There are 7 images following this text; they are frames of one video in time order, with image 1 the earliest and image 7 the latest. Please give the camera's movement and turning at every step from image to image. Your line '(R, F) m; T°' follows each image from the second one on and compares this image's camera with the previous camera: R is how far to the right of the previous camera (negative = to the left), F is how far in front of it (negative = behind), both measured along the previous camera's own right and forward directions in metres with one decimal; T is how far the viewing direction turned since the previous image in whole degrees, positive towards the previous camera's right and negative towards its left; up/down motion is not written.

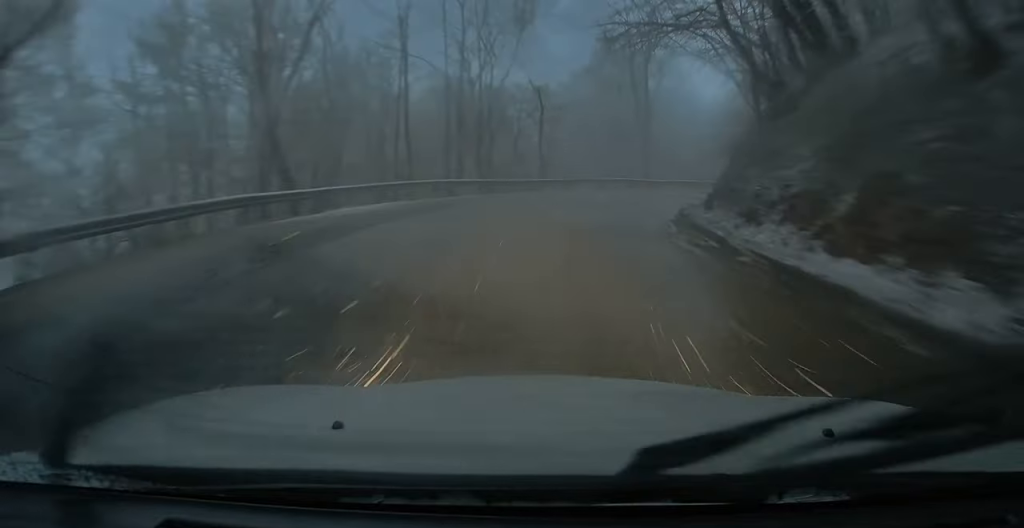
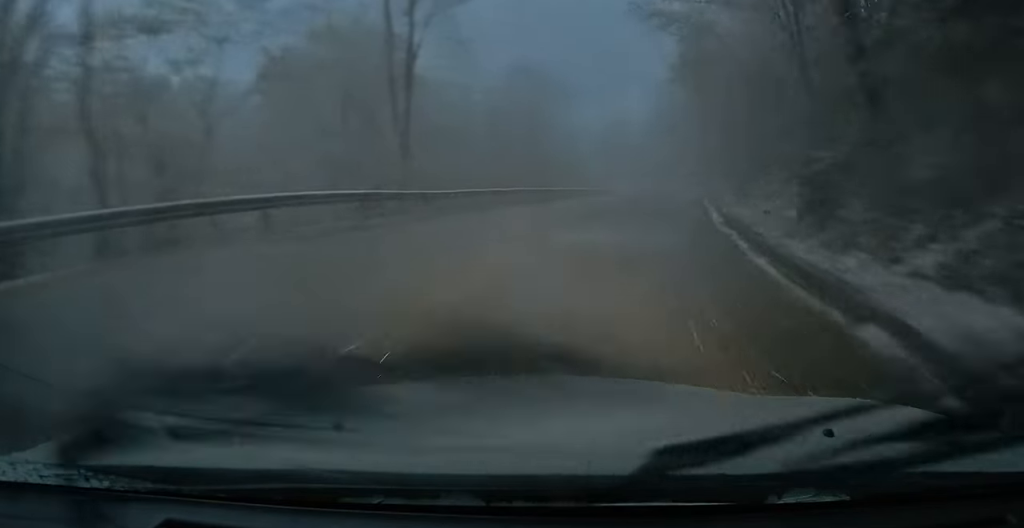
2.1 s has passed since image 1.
(+4.9, +24.8) m; +25°
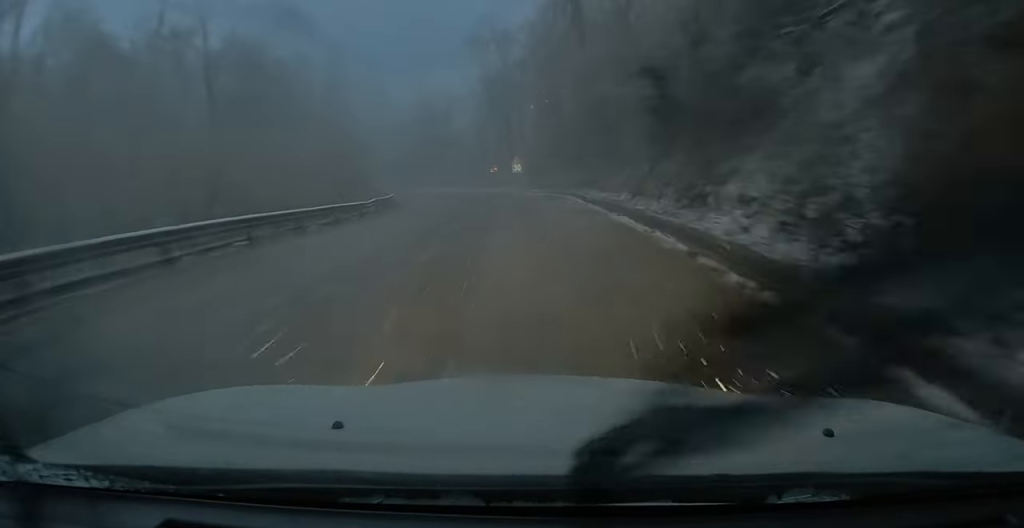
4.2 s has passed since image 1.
(+2.8, +26.1) m; +6°
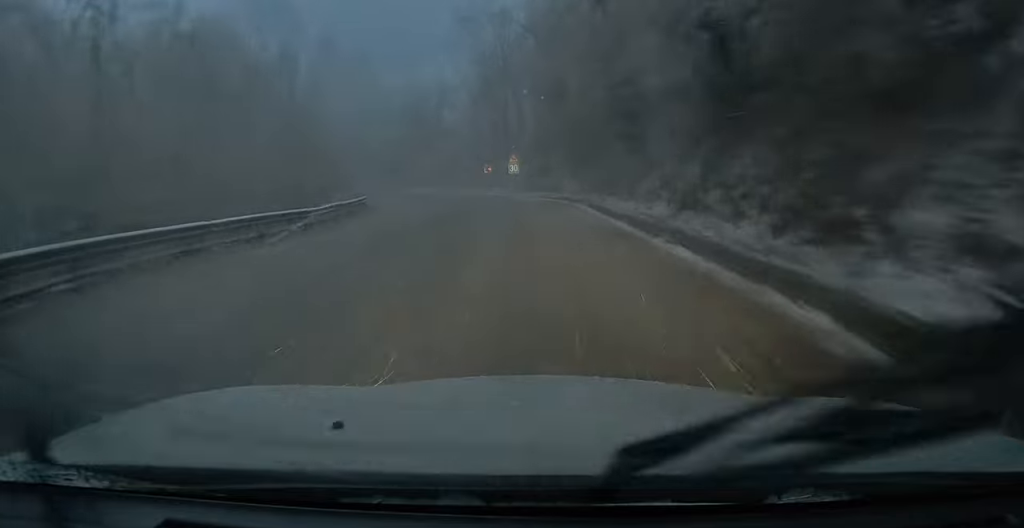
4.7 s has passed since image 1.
(0.0, +6.1) m; -1°
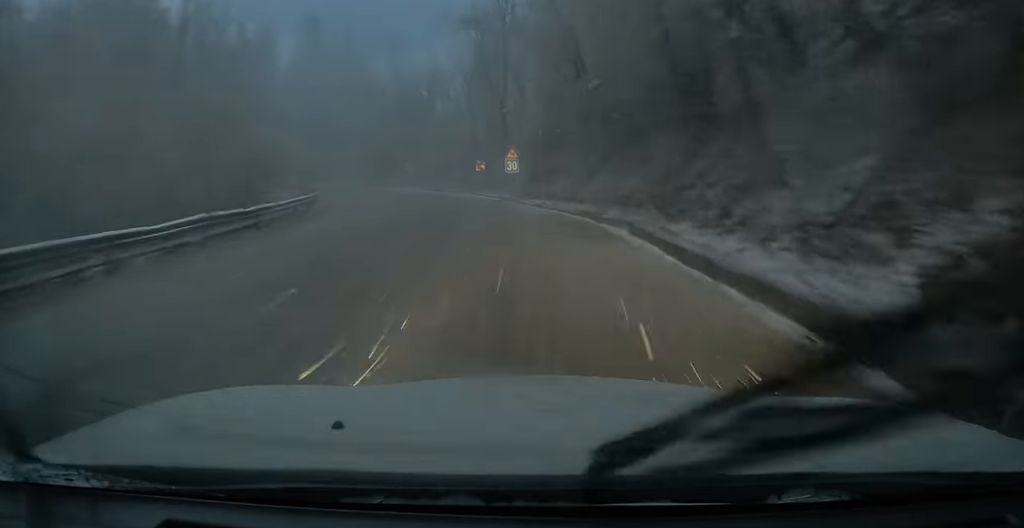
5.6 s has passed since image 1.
(-0.3, +9.4) m; -3°
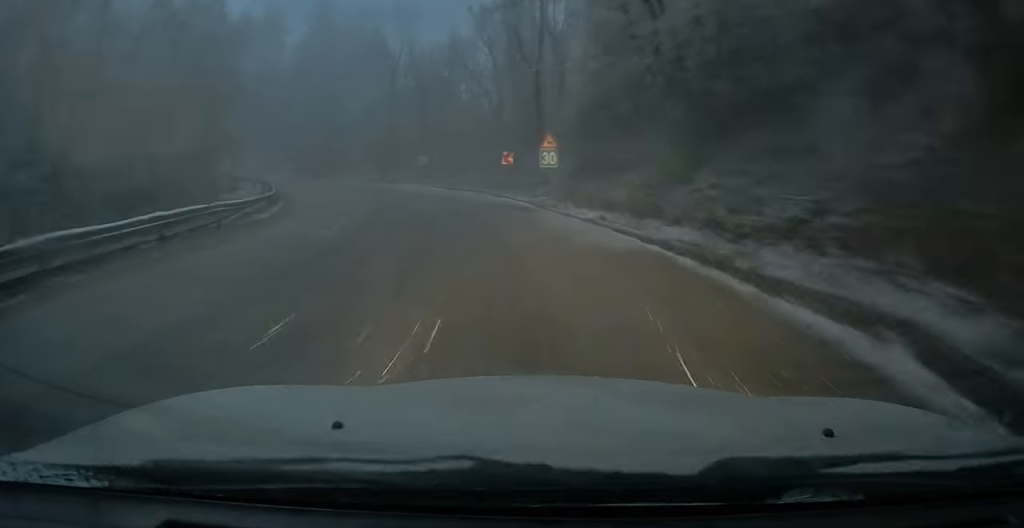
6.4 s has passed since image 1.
(-0.2, +8.8) m; -3°
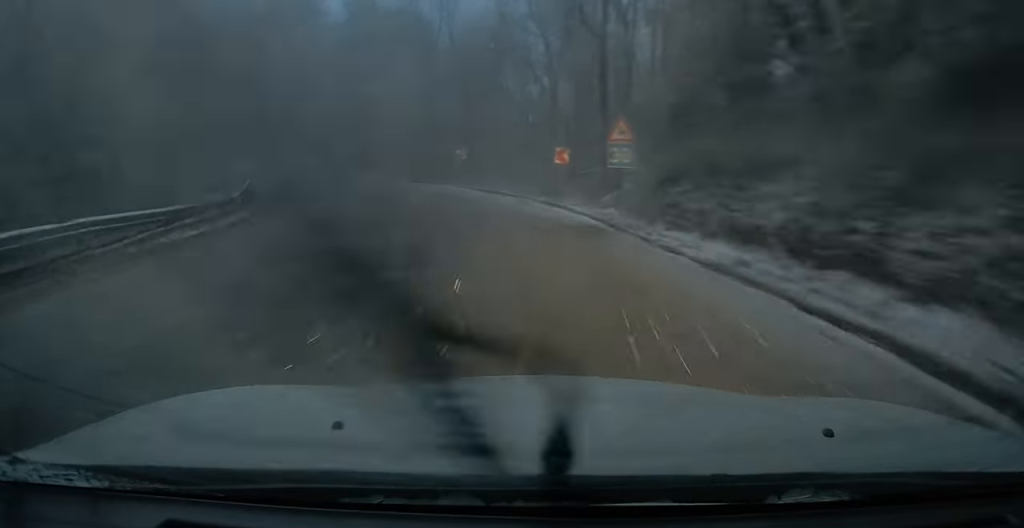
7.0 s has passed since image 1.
(0.0, +6.4) m; -3°
